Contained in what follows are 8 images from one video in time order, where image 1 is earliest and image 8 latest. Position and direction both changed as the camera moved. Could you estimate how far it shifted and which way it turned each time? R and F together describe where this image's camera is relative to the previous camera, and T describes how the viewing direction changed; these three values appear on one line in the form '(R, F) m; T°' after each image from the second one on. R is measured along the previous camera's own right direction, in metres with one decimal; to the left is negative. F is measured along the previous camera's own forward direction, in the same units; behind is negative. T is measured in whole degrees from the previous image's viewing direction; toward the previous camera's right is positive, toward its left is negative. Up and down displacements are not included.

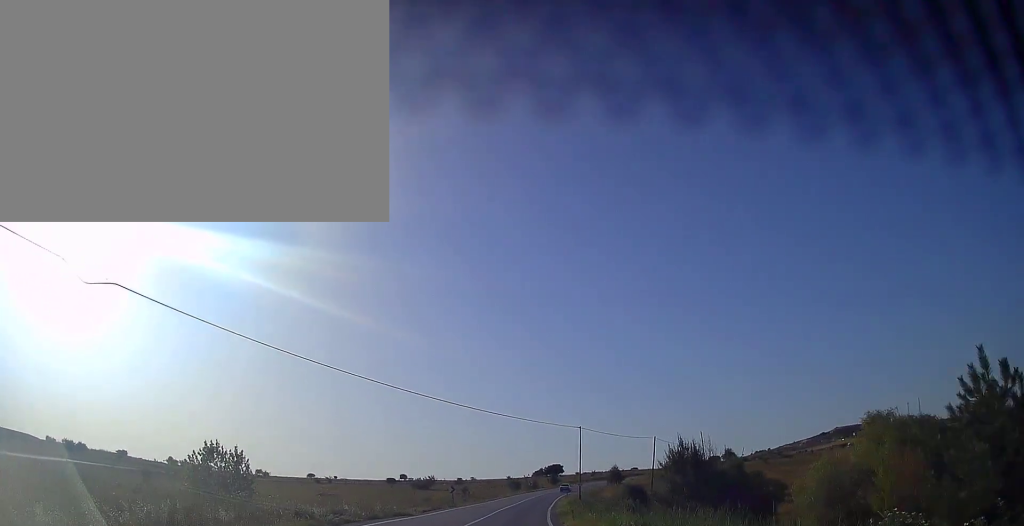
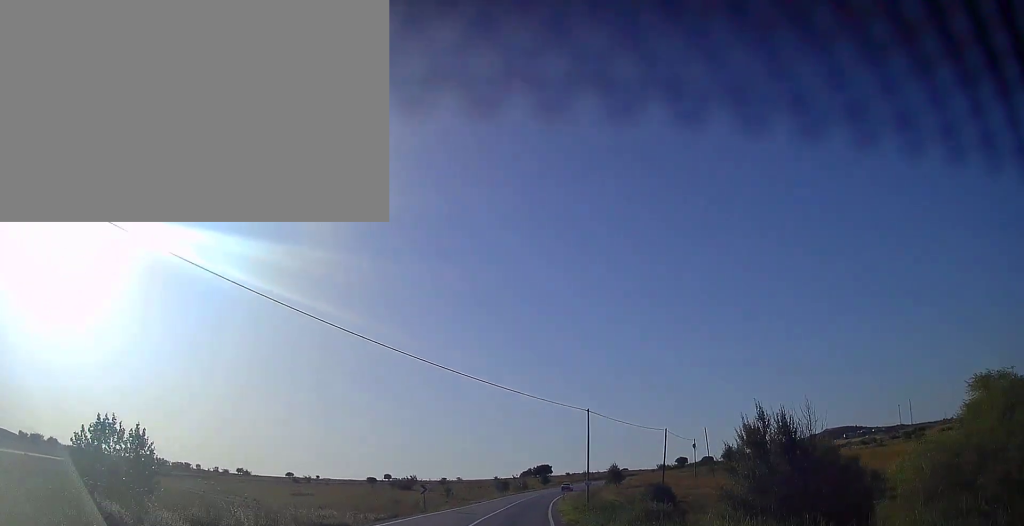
(+0.2, +11.0) m; +1°
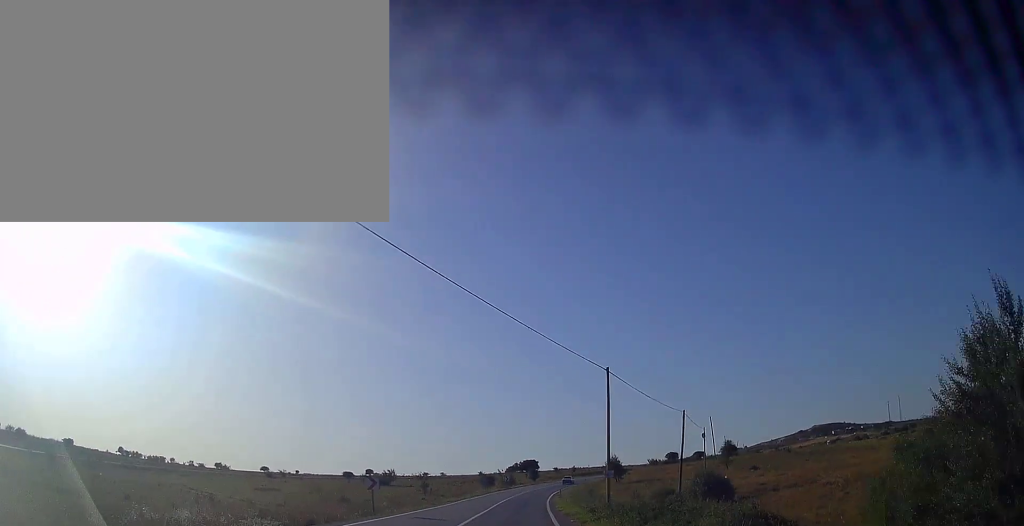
(0.0, +11.0) m; +1°
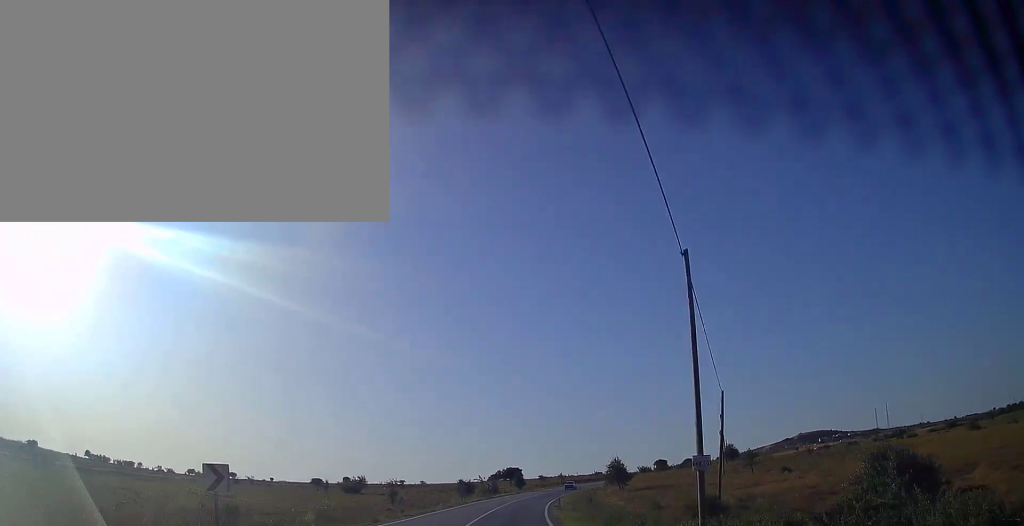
(+0.3, +14.7) m; +1°
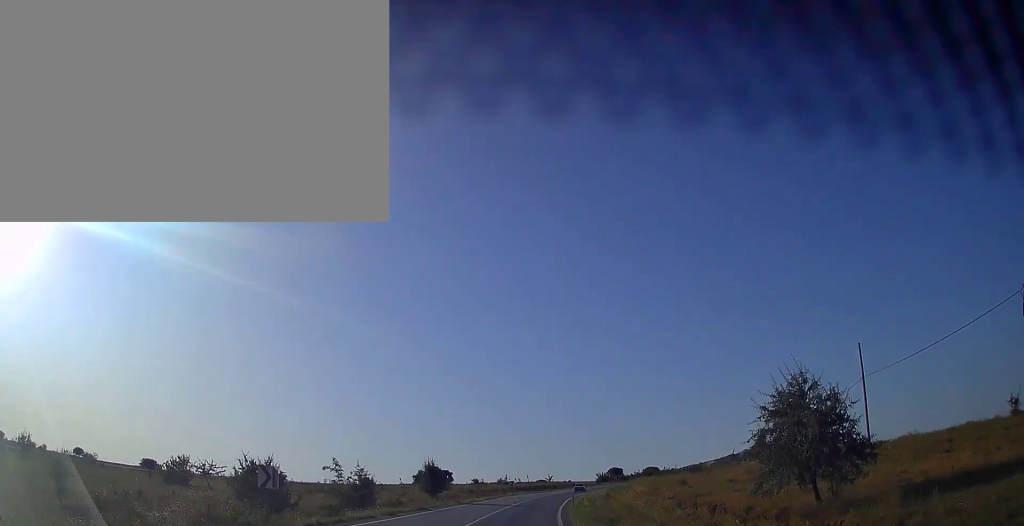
(+2.9, +55.2) m; +6°
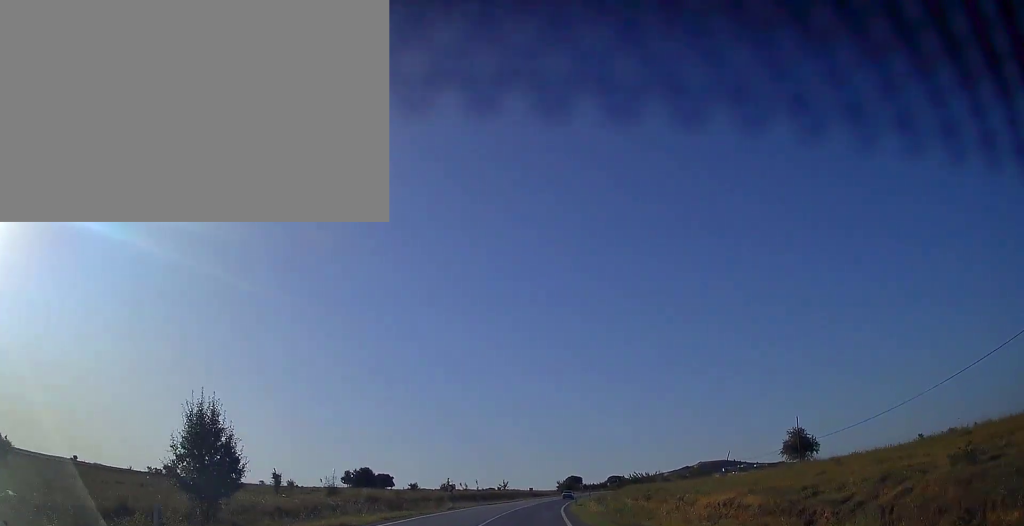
(+1.1, +30.7) m; +4°
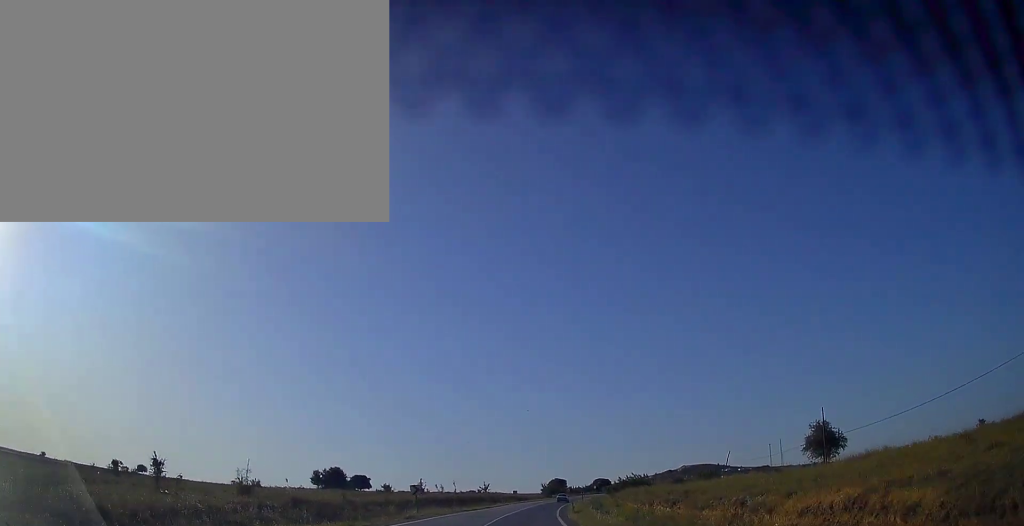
(+0.1, +11.0) m; +2°
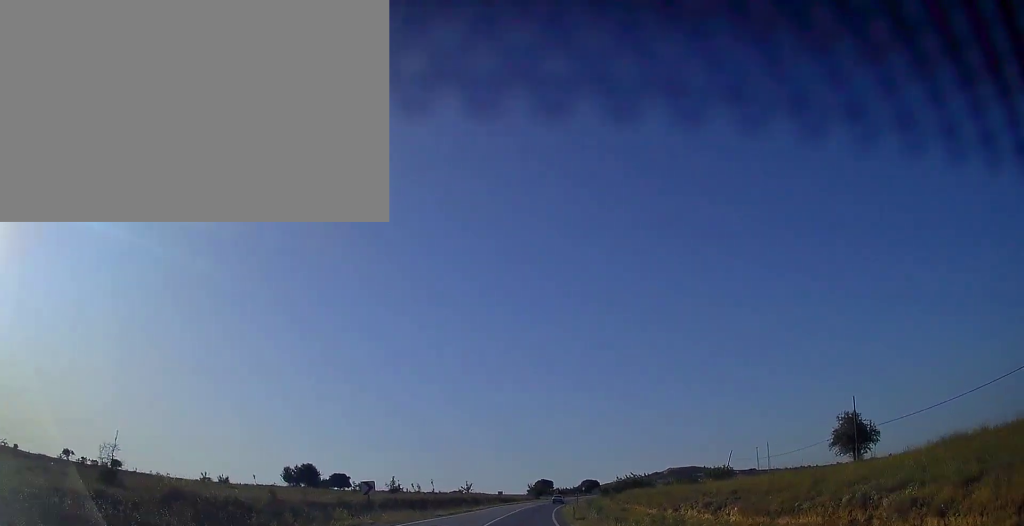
(+0.1, +9.5) m; +1°
